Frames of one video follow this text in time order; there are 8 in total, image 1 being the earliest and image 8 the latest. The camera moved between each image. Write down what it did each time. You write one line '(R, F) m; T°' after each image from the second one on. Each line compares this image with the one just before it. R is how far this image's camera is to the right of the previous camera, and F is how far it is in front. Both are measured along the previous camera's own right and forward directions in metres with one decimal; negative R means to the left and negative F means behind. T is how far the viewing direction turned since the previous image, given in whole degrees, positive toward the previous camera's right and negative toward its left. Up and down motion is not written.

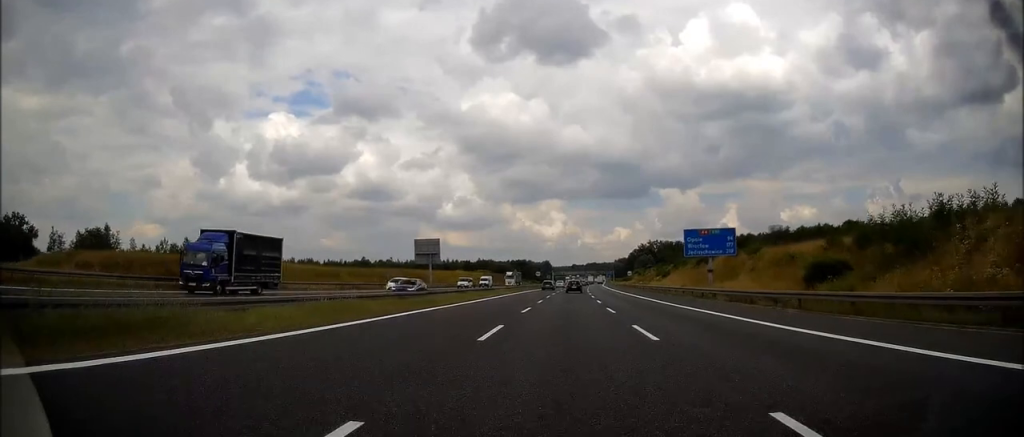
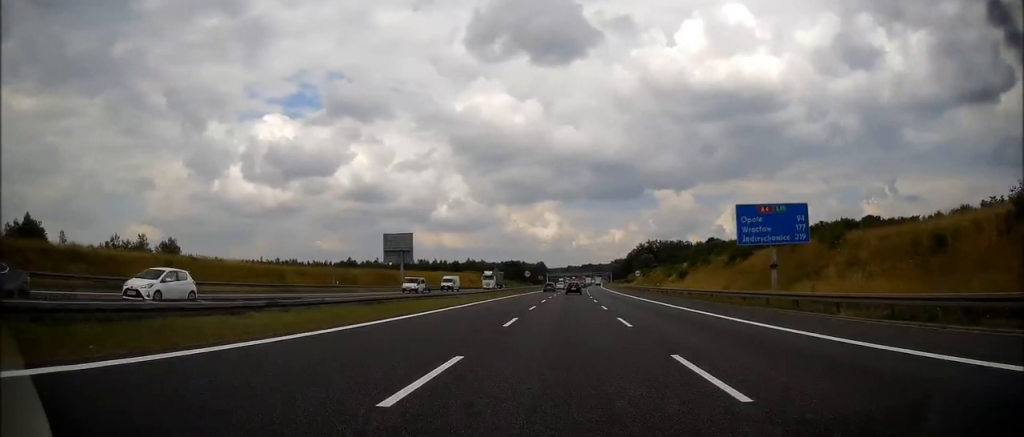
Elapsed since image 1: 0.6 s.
(0.0, +19.2) m; +1°
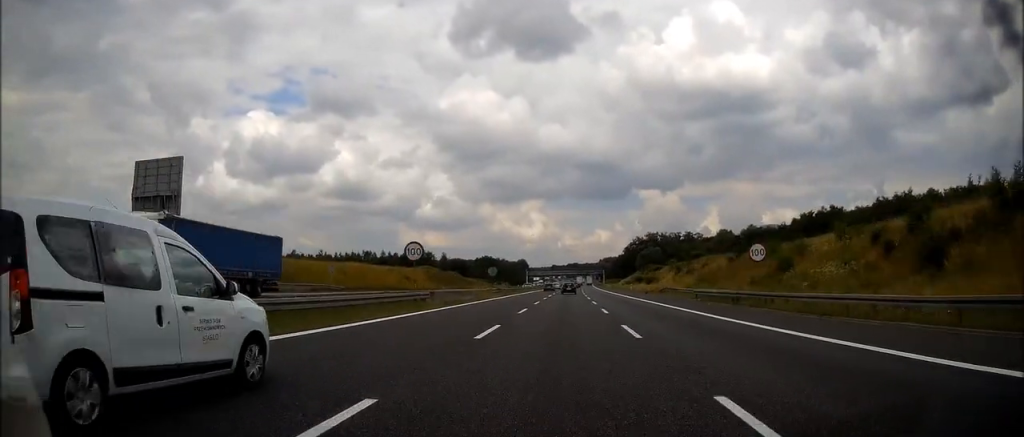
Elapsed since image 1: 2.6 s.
(+1.2, +64.9) m; +1°
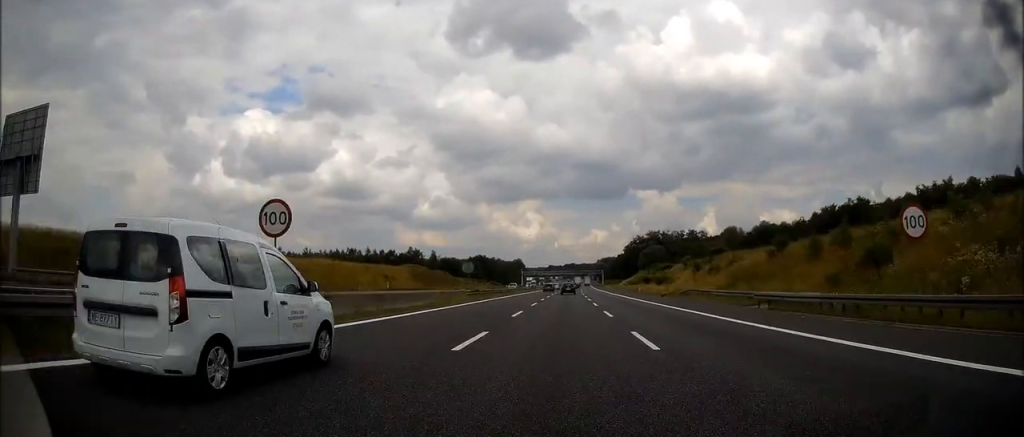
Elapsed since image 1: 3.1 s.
(-0.1, +14.9) m; 0°
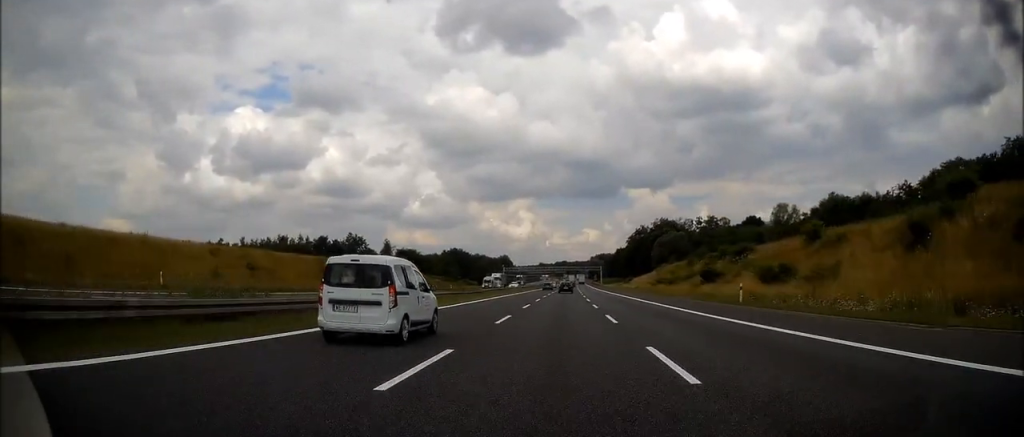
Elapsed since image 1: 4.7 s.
(+0.5, +52.4) m; +2°
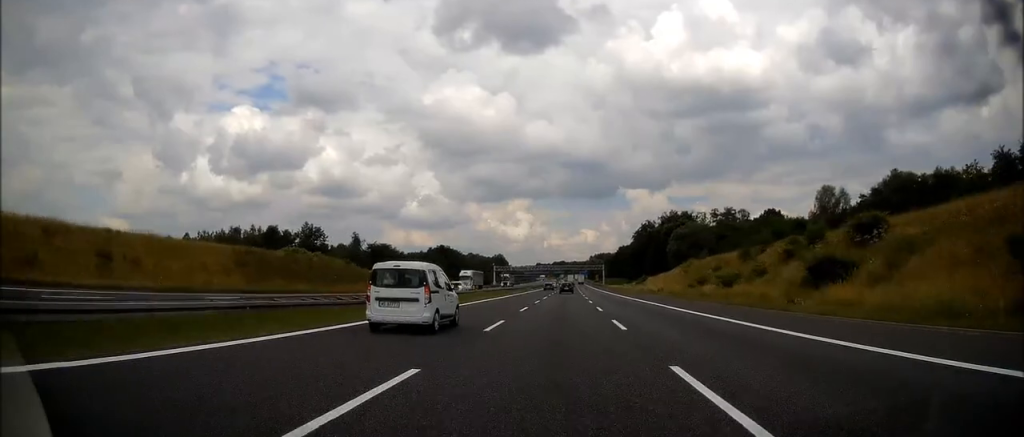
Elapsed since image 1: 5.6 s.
(+0.3, +26.9) m; 0°
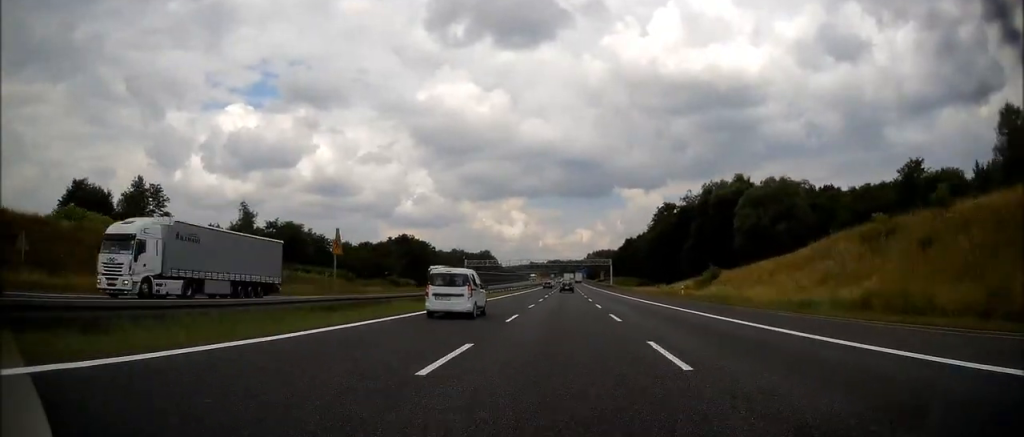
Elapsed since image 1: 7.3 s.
(-0.1, +56.3) m; 0°
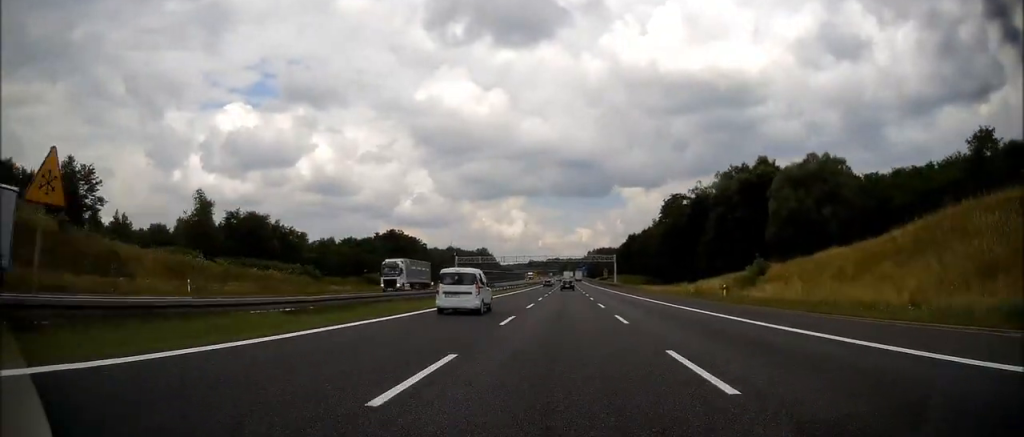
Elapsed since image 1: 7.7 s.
(+0.1, +14.1) m; 0°
